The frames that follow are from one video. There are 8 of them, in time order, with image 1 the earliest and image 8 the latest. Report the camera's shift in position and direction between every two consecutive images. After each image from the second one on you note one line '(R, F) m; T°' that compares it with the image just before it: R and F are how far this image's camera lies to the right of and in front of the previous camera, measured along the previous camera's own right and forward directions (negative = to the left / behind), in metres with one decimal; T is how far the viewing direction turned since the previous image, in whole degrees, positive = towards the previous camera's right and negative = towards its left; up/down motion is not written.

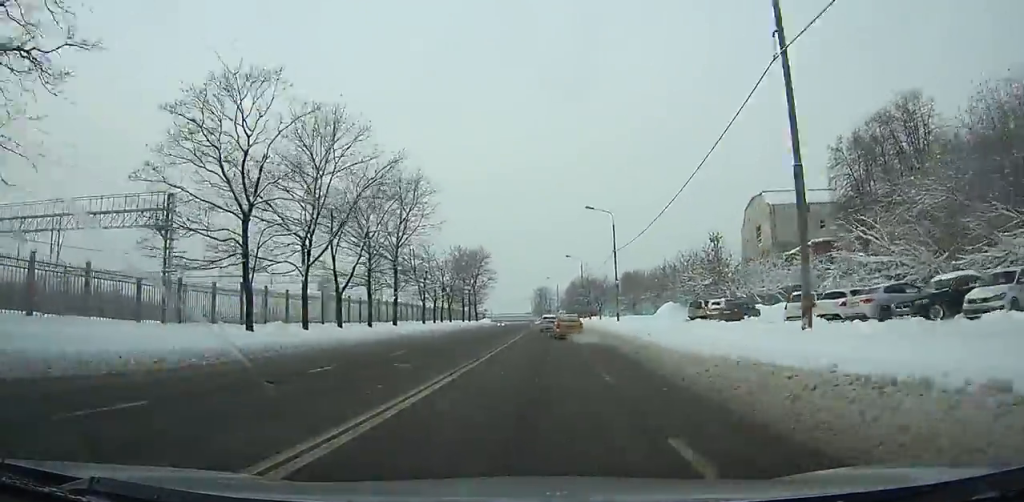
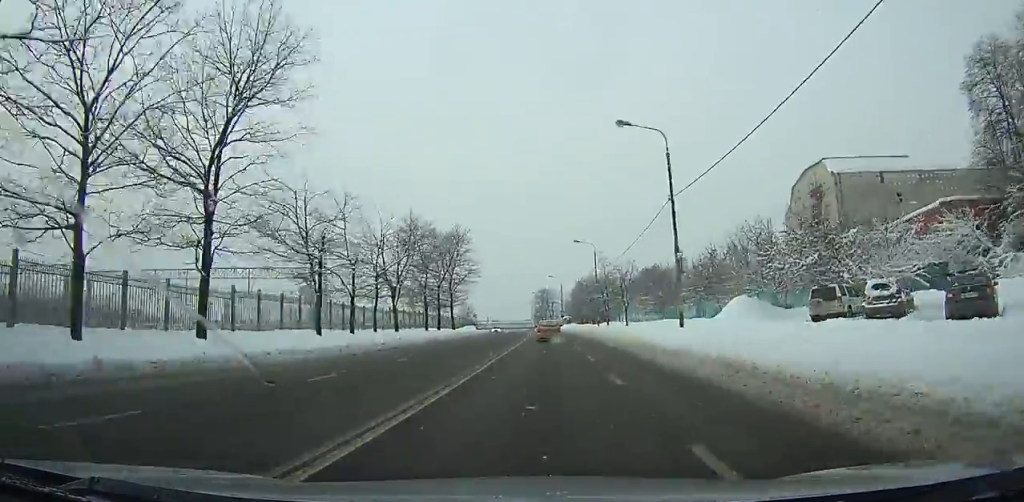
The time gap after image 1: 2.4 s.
(-0.1, +24.8) m; 0°
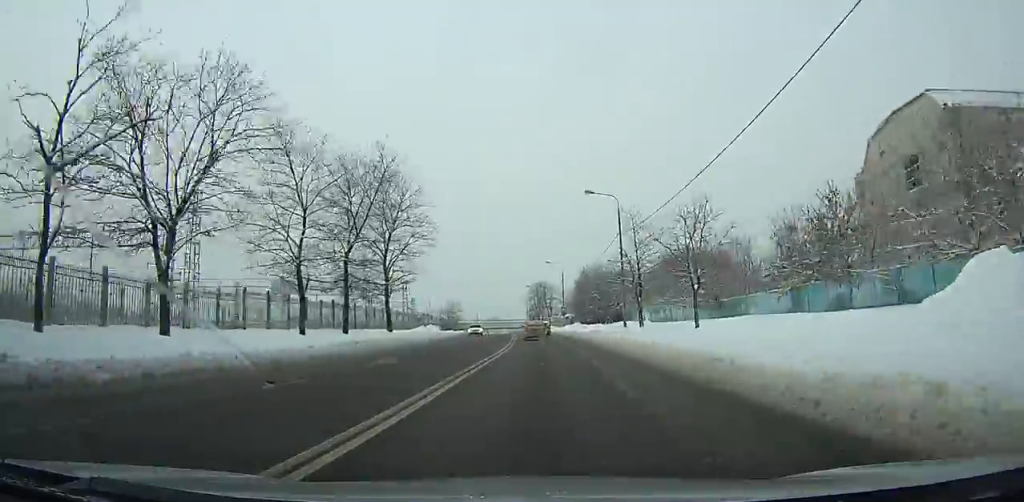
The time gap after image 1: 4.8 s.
(-0.1, +25.1) m; -1°
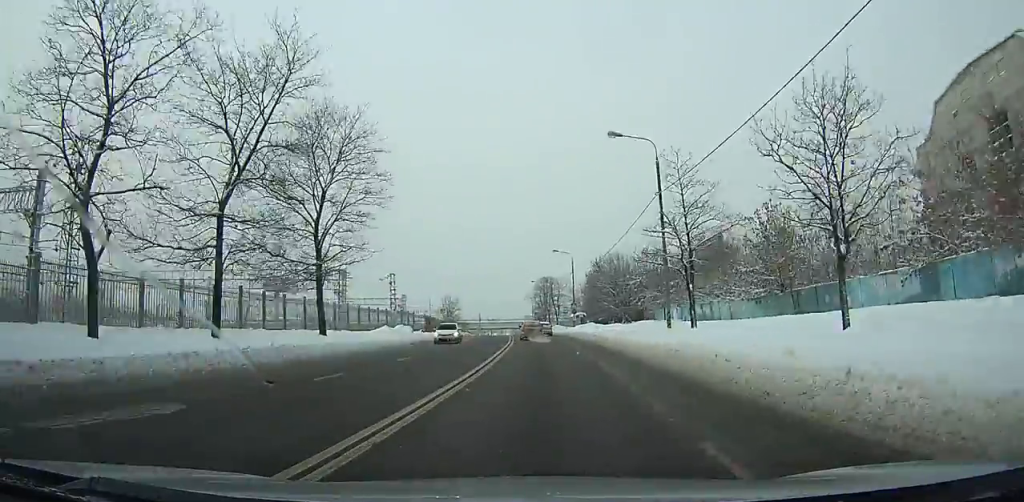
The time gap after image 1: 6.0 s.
(+0.1, +12.7) m; -1°
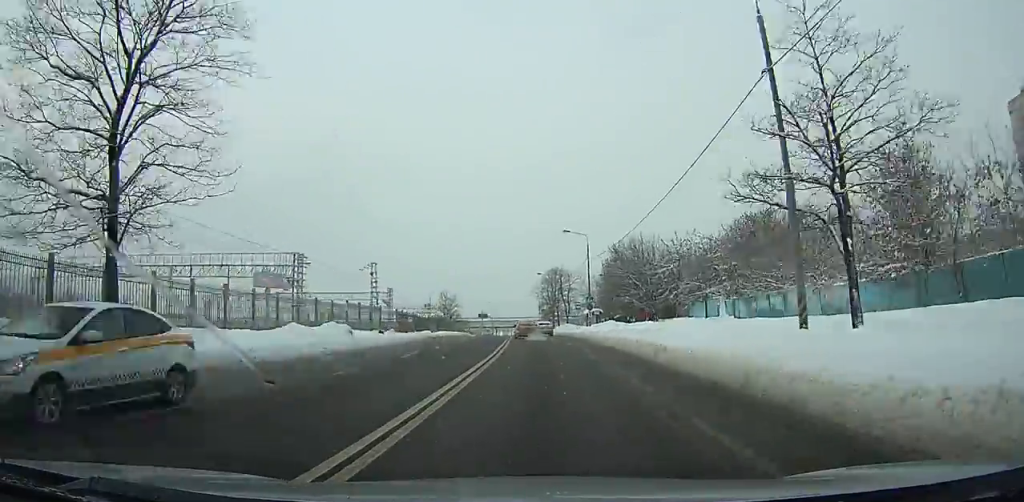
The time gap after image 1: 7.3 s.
(-0.2, +13.6) m; -1°
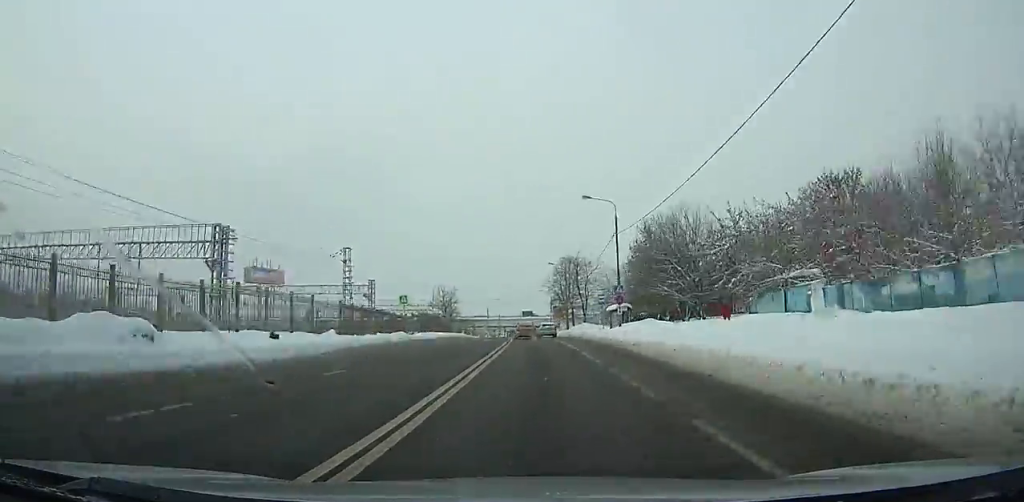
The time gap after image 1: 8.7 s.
(-0.2, +14.5) m; -1°
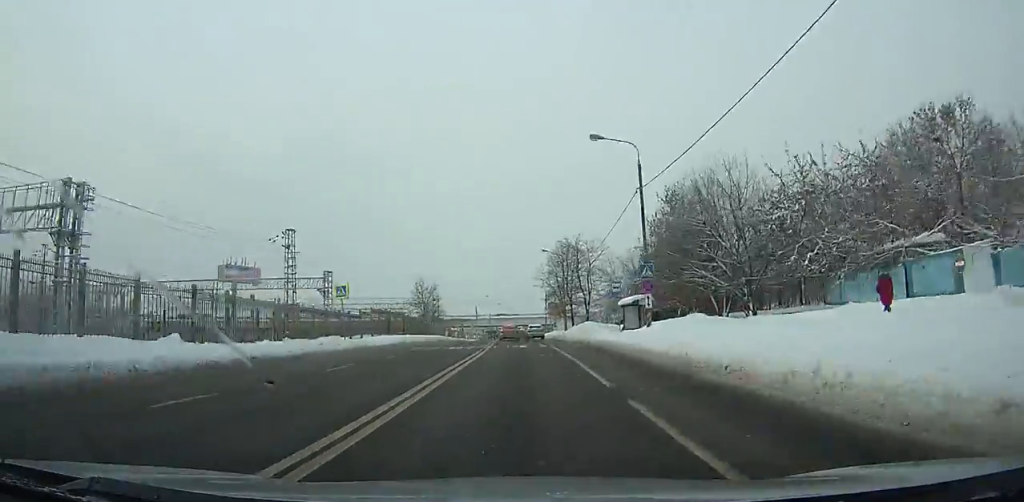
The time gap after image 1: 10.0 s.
(-0.1, +13.0) m; -1°
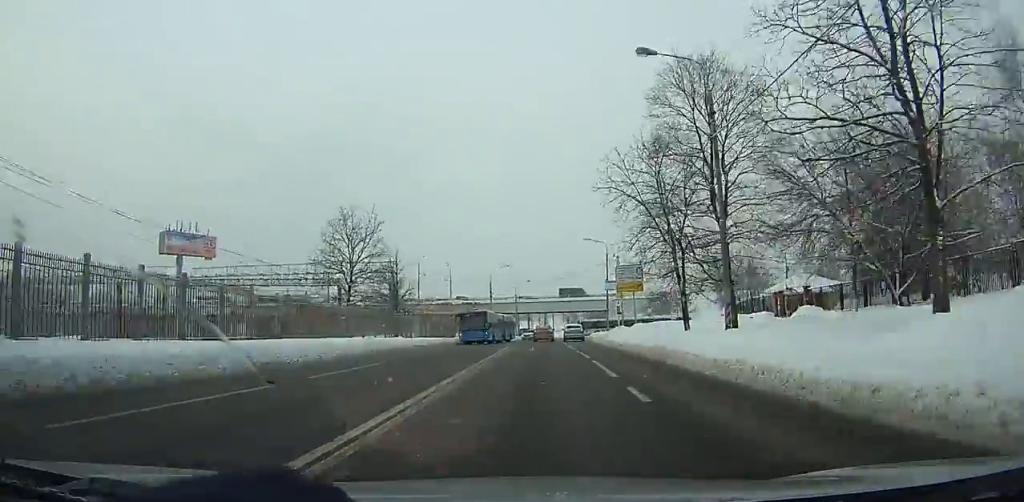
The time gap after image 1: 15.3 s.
(-1.4, +48.4) m; -2°
